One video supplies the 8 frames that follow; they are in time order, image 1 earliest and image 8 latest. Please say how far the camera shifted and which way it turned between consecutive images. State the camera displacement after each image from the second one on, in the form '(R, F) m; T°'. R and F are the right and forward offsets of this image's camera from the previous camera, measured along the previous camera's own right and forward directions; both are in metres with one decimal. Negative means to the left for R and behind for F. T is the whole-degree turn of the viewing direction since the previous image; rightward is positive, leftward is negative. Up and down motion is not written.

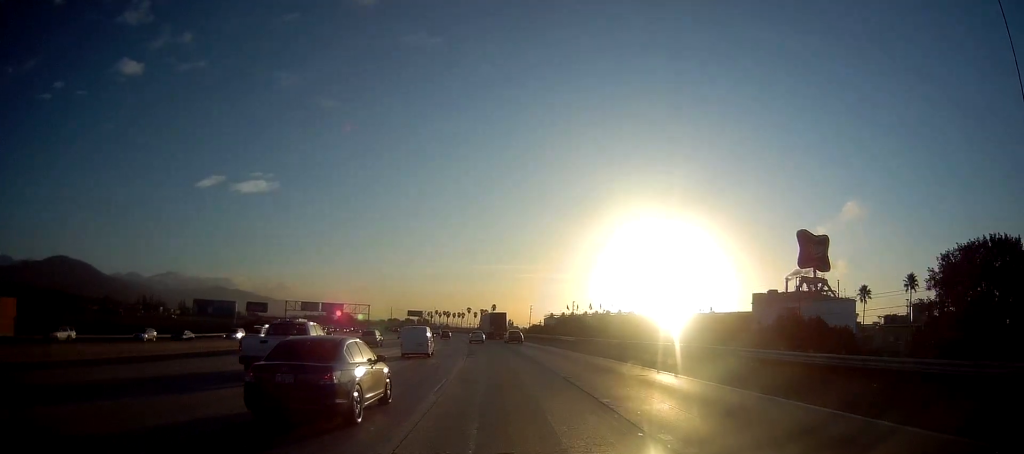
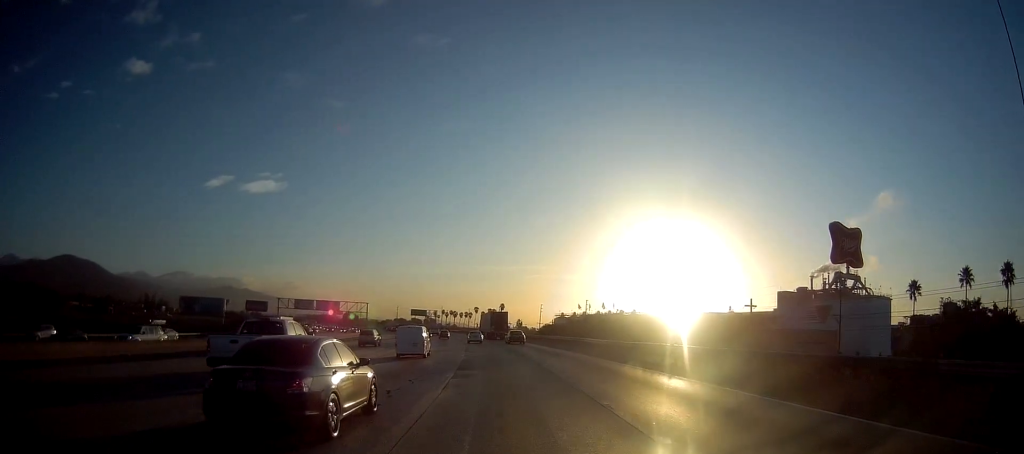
(-0.3, +13.7) m; -1°
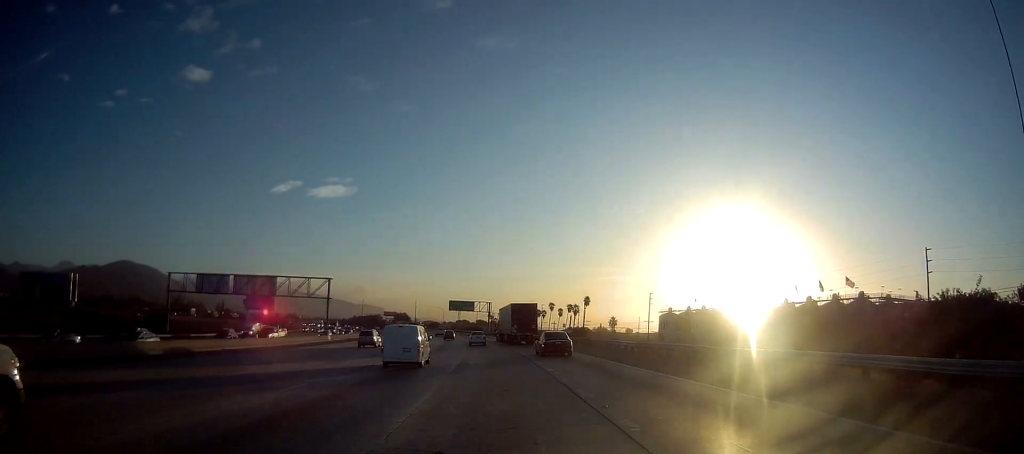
(-4.9, +91.7) m; -7°
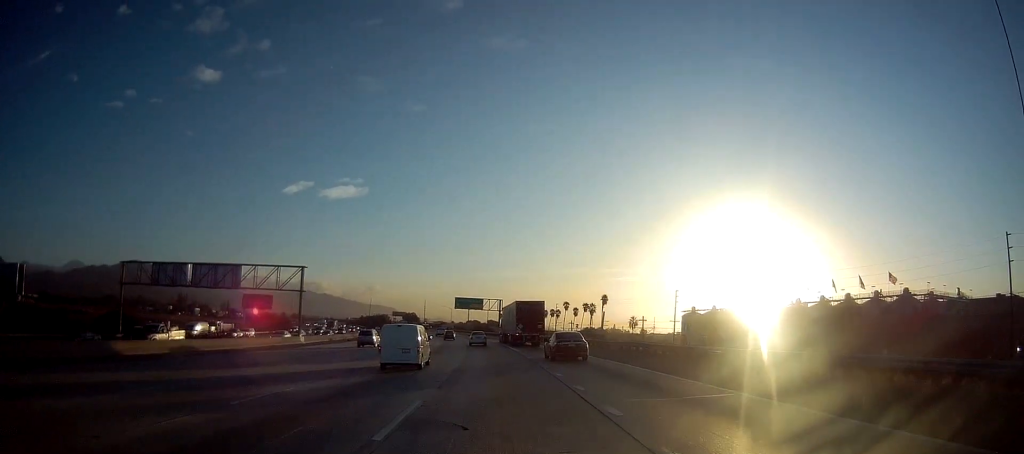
(-0.4, +16.2) m; -1°
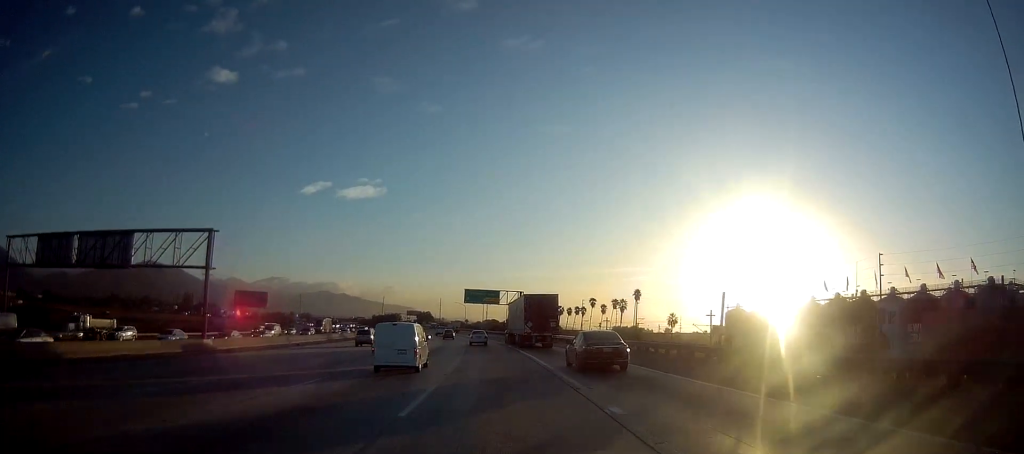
(-0.5, +27.0) m; -2°
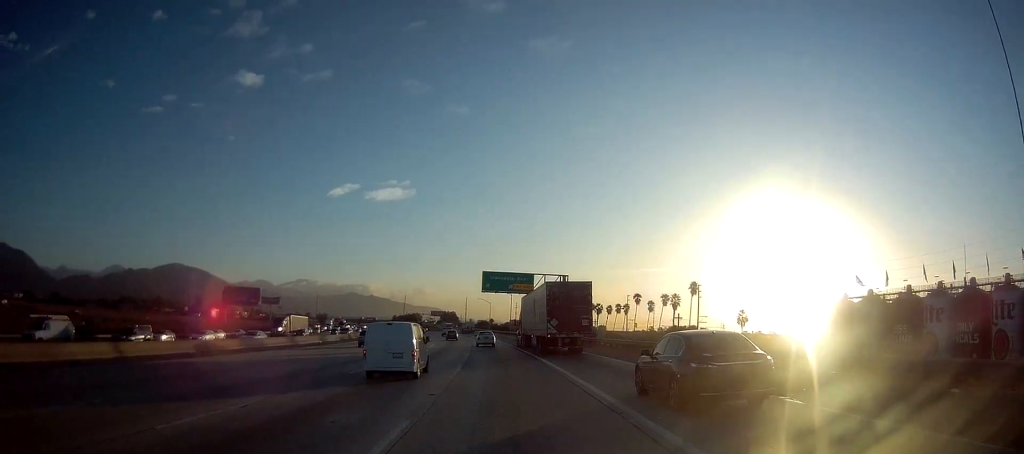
(-0.7, +33.9) m; -3°
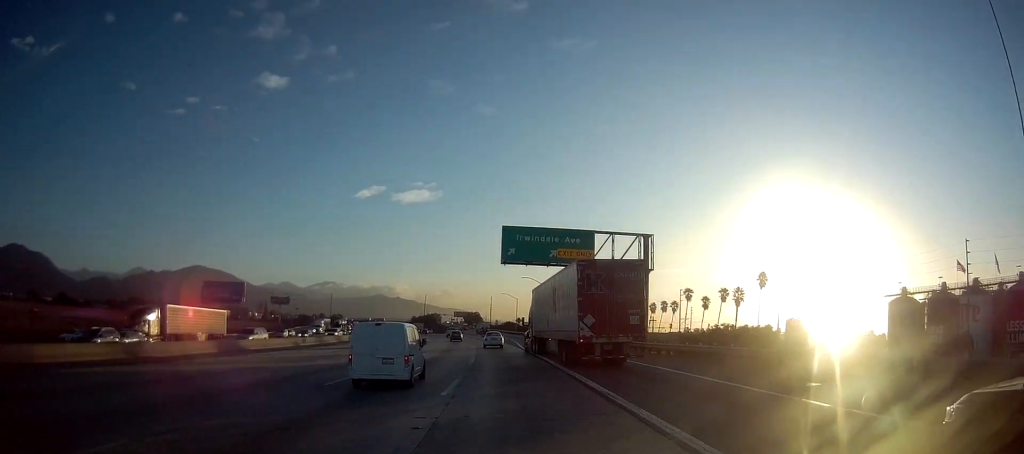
(-0.8, +31.9) m; -2°
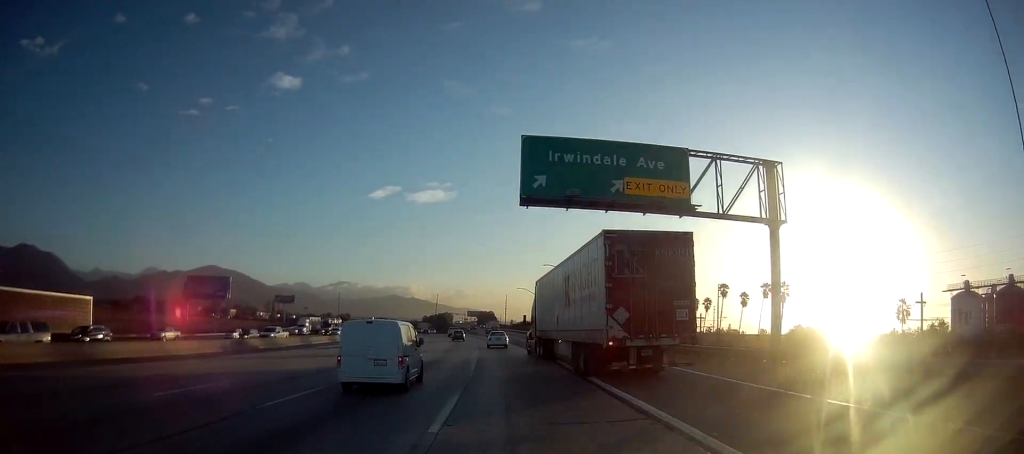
(0.0, +18.1) m; -1°
